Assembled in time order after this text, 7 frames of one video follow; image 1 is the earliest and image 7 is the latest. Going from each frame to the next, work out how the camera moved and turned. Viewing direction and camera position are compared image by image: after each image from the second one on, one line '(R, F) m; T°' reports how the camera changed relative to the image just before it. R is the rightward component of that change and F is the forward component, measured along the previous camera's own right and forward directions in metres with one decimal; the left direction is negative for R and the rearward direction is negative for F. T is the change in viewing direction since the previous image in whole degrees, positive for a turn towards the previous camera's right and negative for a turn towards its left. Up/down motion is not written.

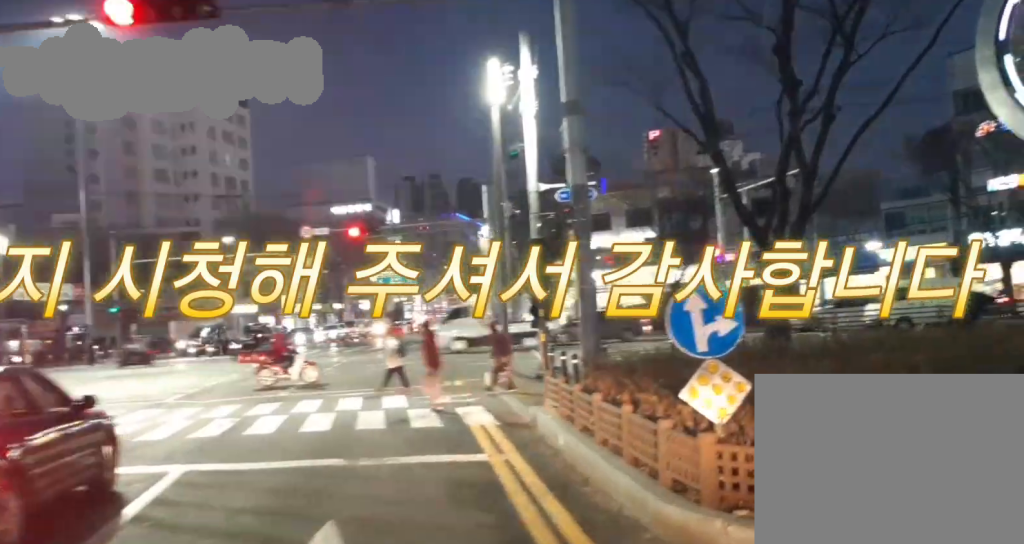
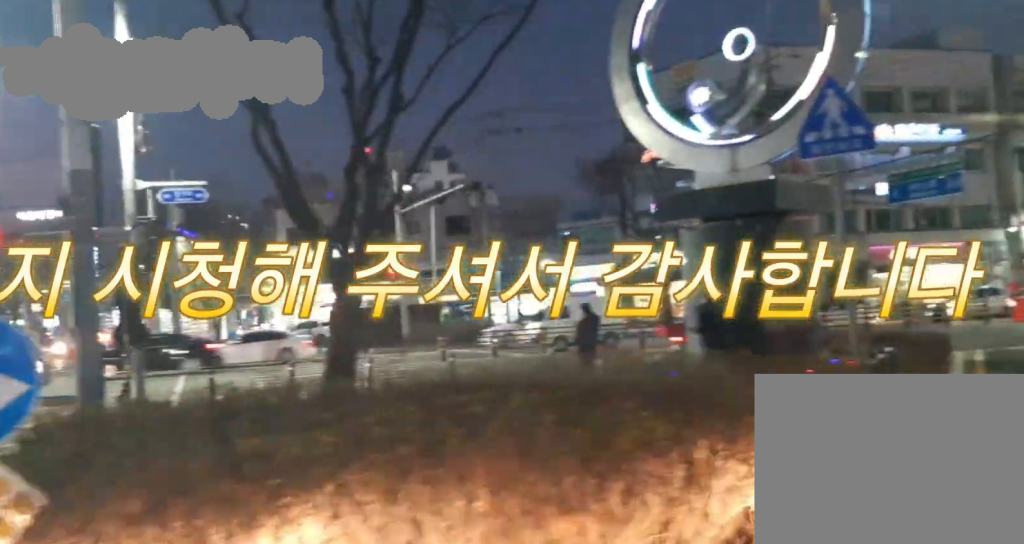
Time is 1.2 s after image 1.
(+0.1, +3.9) m; +2°
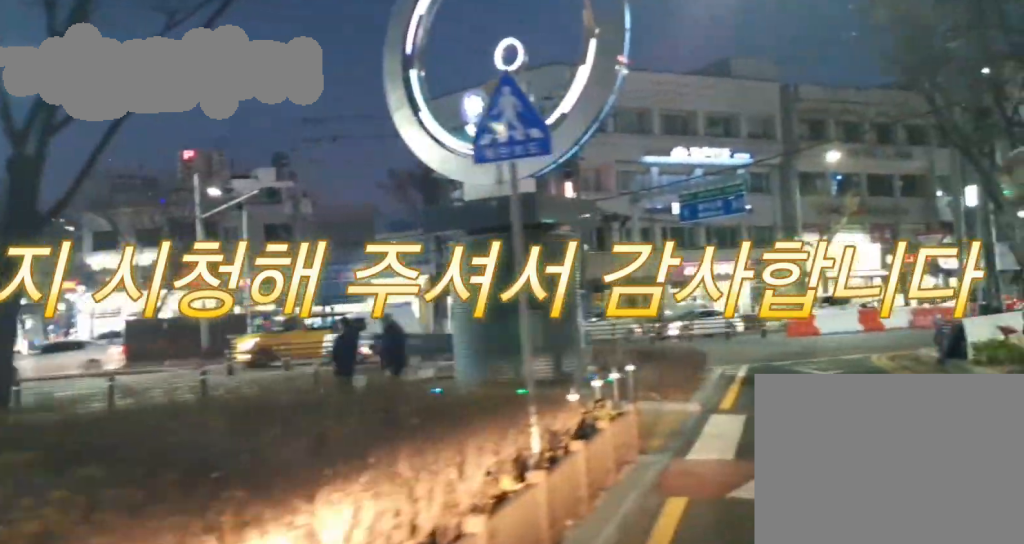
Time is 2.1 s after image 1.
(0.0, +2.6) m; 0°
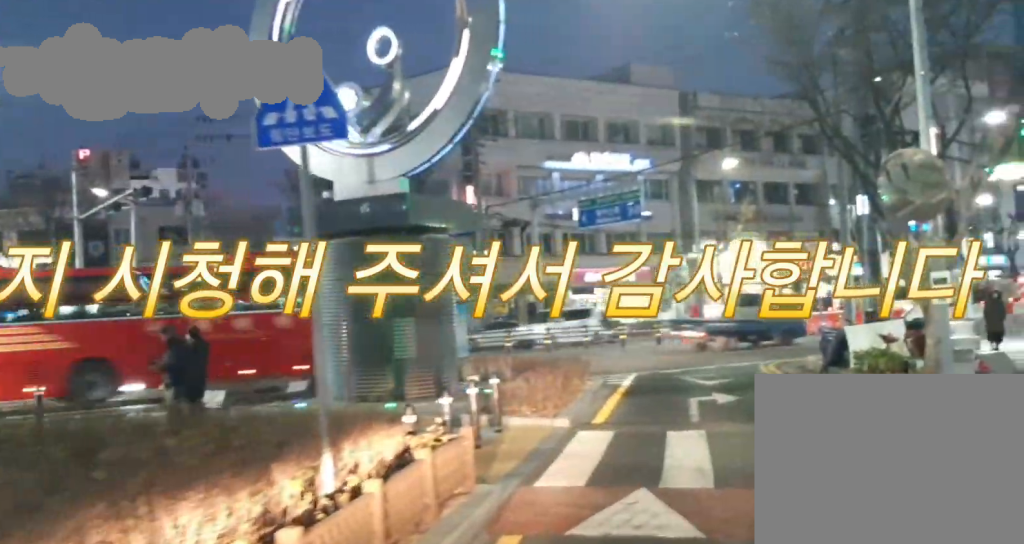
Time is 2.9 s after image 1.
(0.0, +1.8) m; +2°
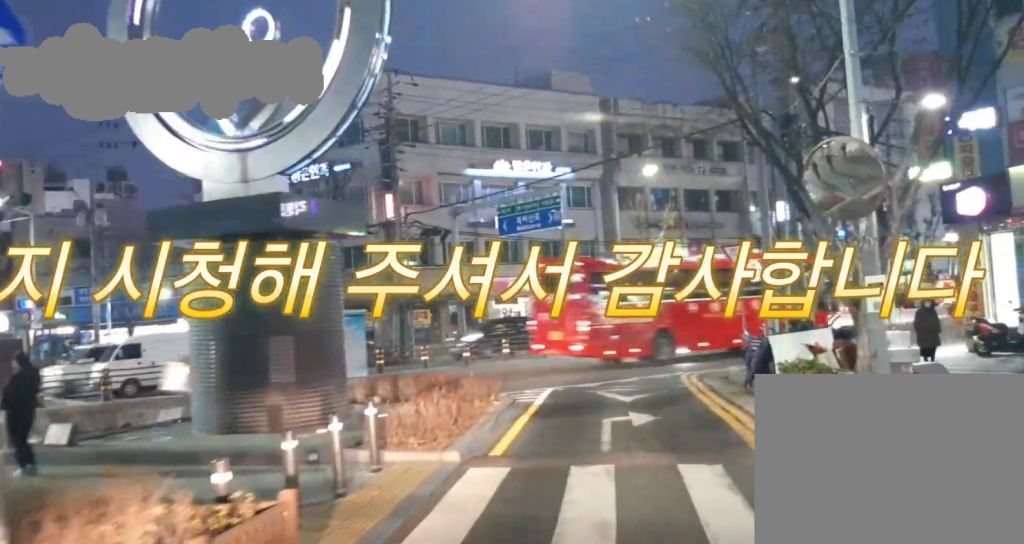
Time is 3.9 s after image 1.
(+0.1, +2.4) m; +10°
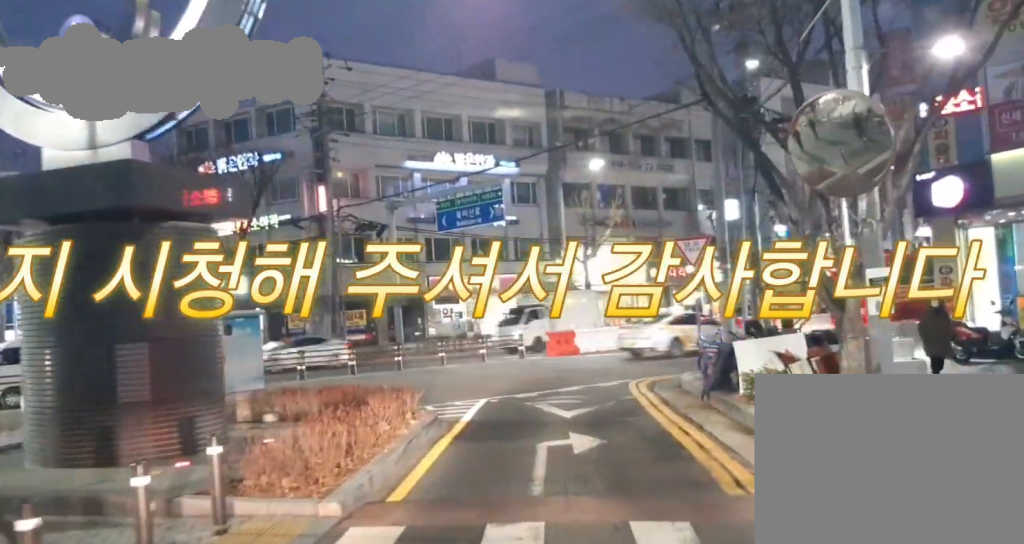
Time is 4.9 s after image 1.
(+0.3, +2.4) m; +8°
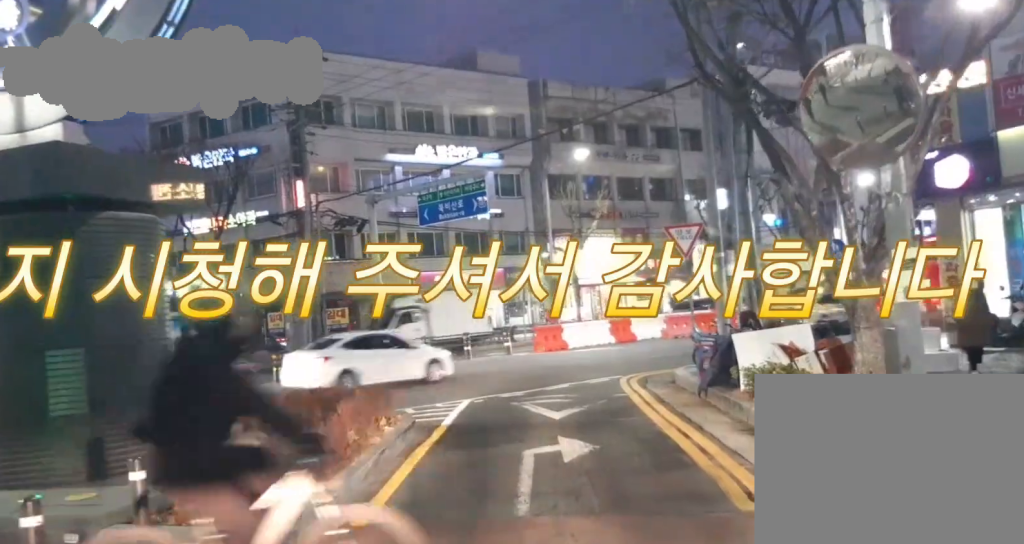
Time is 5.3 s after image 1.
(+0.2, +1.2) m; -2°
